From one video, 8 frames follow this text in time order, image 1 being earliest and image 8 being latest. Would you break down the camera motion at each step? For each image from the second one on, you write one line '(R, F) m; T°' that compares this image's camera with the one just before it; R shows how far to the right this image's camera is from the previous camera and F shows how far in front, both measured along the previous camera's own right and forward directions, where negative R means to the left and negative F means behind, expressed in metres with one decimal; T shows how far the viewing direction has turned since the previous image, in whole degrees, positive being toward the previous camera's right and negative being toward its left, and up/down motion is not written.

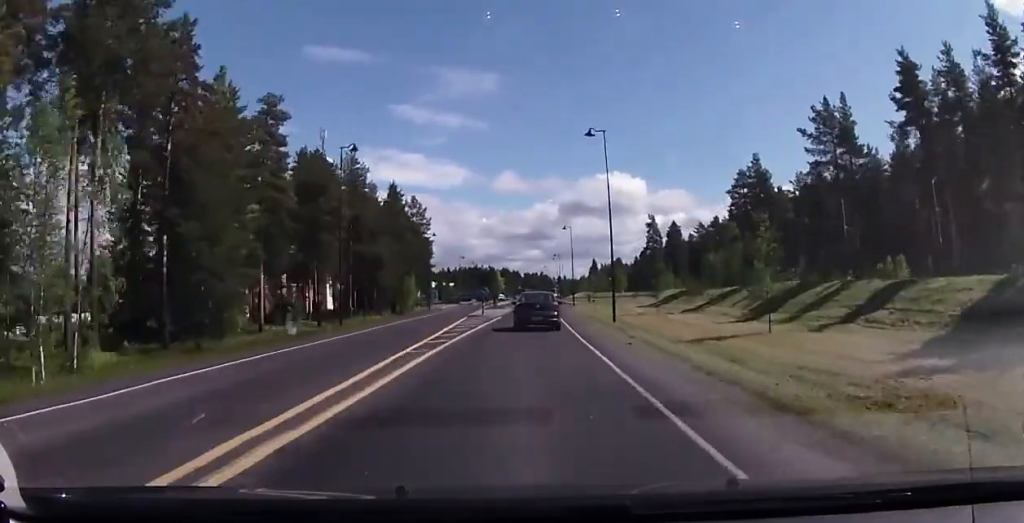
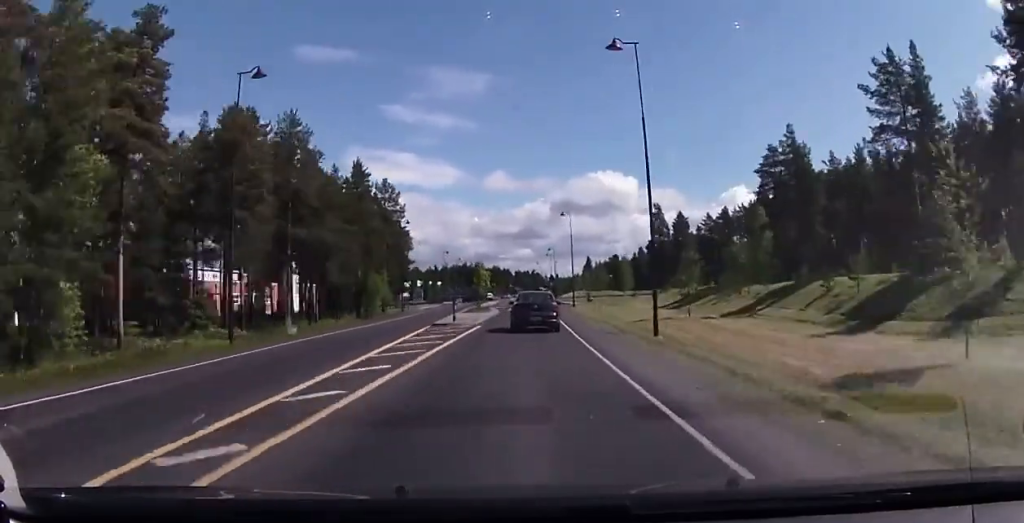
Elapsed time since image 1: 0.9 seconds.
(0.0, +14.1) m; 0°
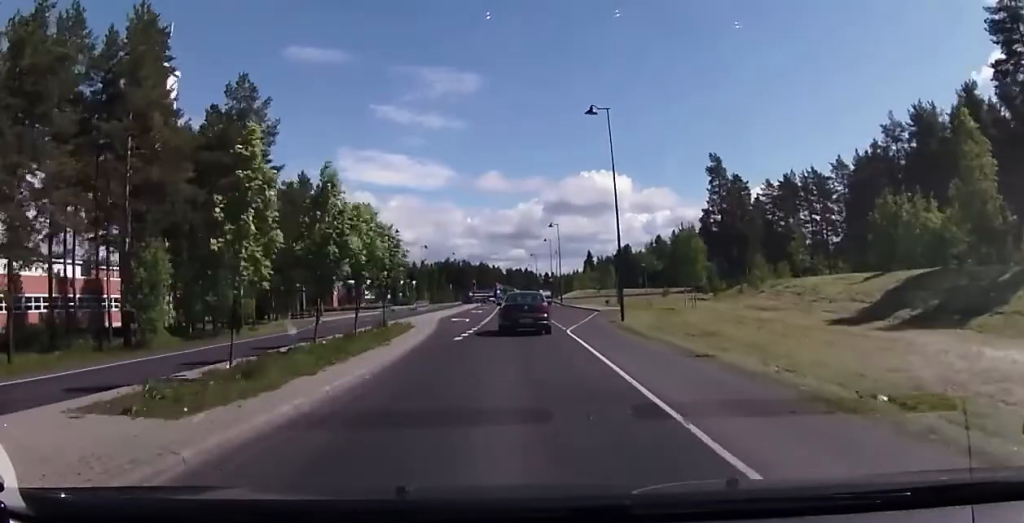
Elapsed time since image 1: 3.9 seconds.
(+0.3, +40.7) m; +1°
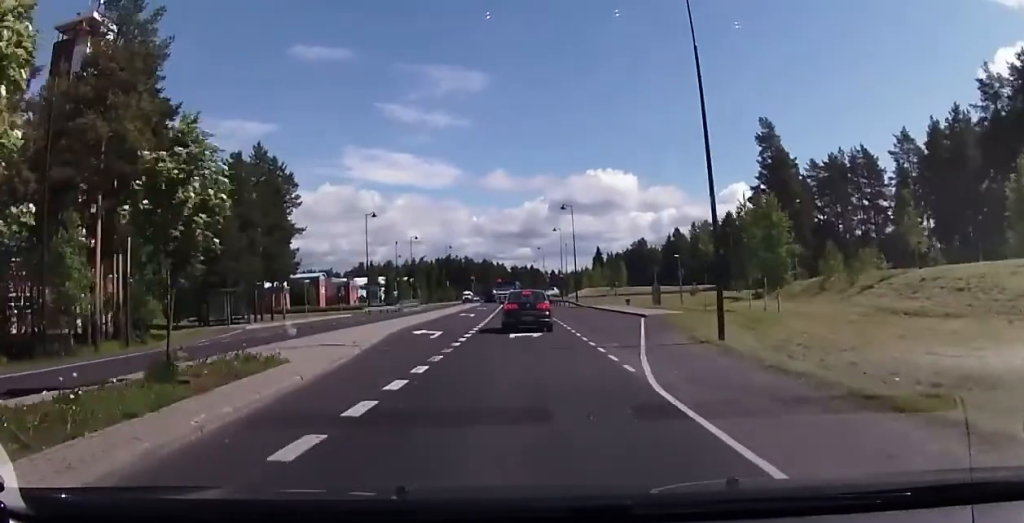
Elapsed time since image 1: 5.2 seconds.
(0.0, +15.6) m; 0°
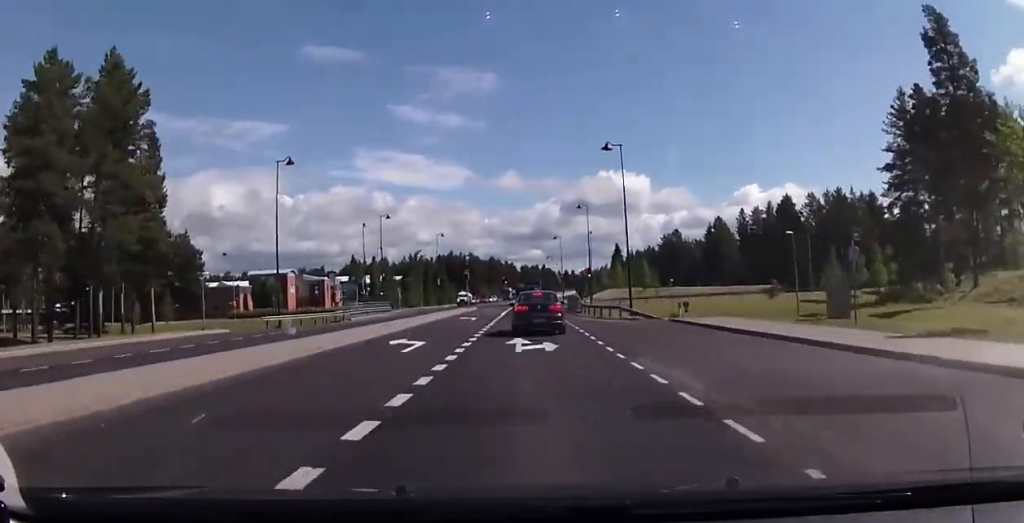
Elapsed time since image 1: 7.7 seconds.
(+0.2, +25.9) m; 0°
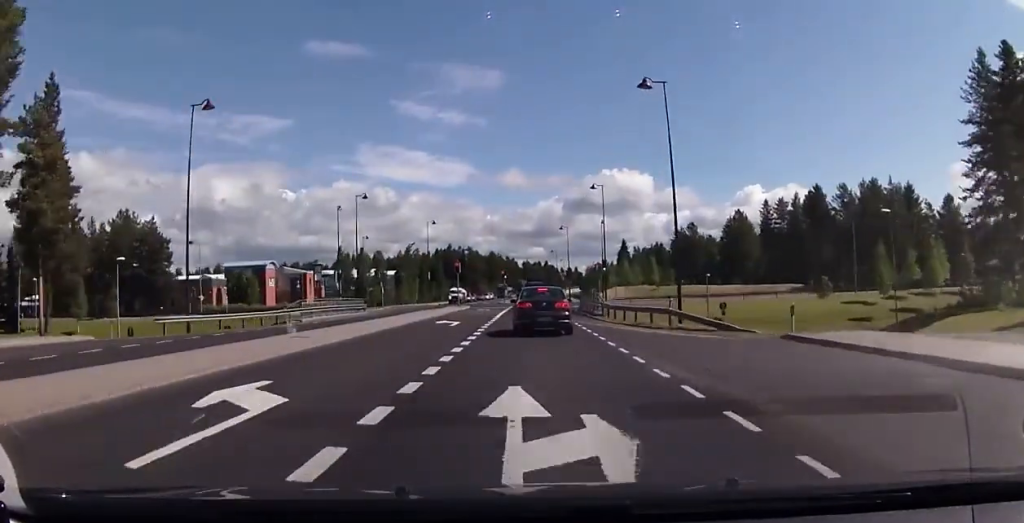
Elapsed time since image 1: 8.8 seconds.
(+0.2, +10.5) m; -1°
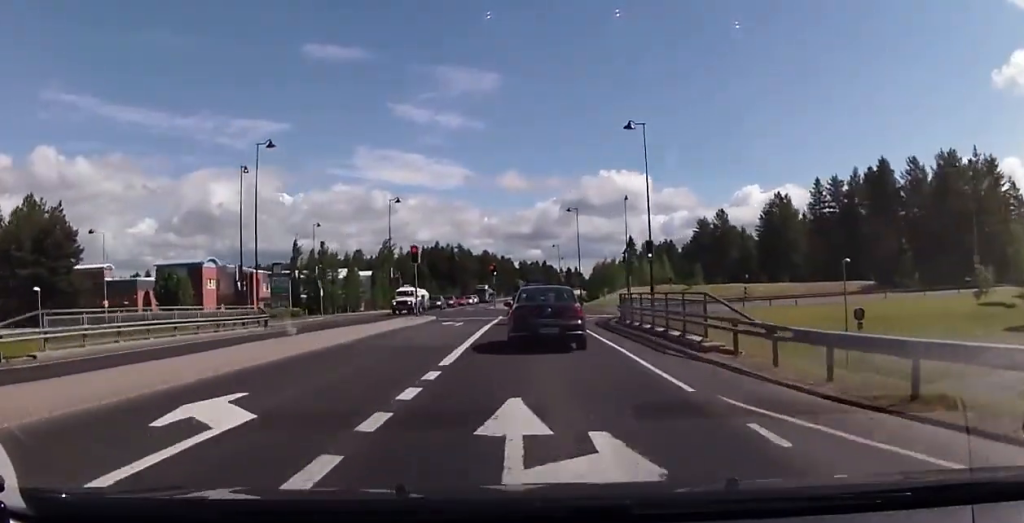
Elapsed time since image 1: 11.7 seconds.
(-0.4, +22.5) m; +1°
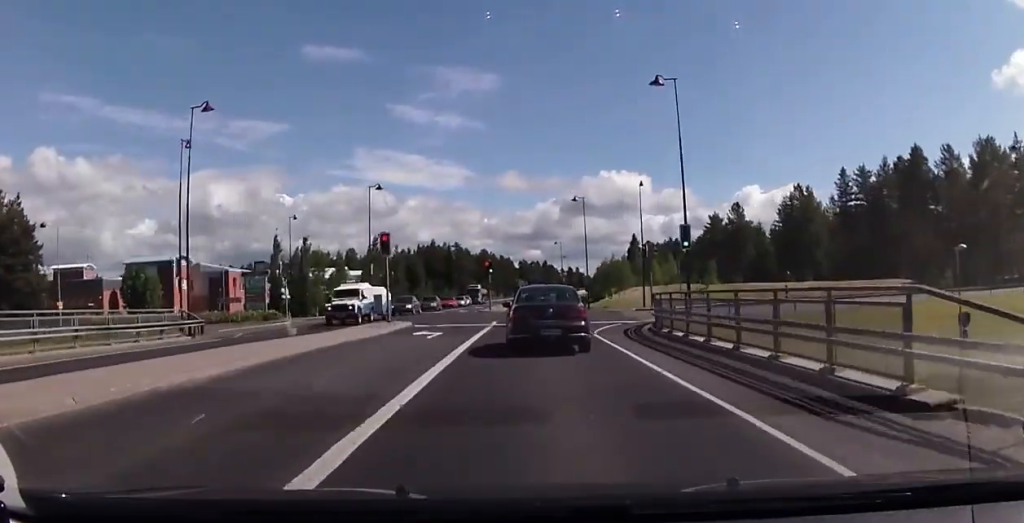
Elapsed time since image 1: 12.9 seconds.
(+0.6, +9.2) m; +1°
